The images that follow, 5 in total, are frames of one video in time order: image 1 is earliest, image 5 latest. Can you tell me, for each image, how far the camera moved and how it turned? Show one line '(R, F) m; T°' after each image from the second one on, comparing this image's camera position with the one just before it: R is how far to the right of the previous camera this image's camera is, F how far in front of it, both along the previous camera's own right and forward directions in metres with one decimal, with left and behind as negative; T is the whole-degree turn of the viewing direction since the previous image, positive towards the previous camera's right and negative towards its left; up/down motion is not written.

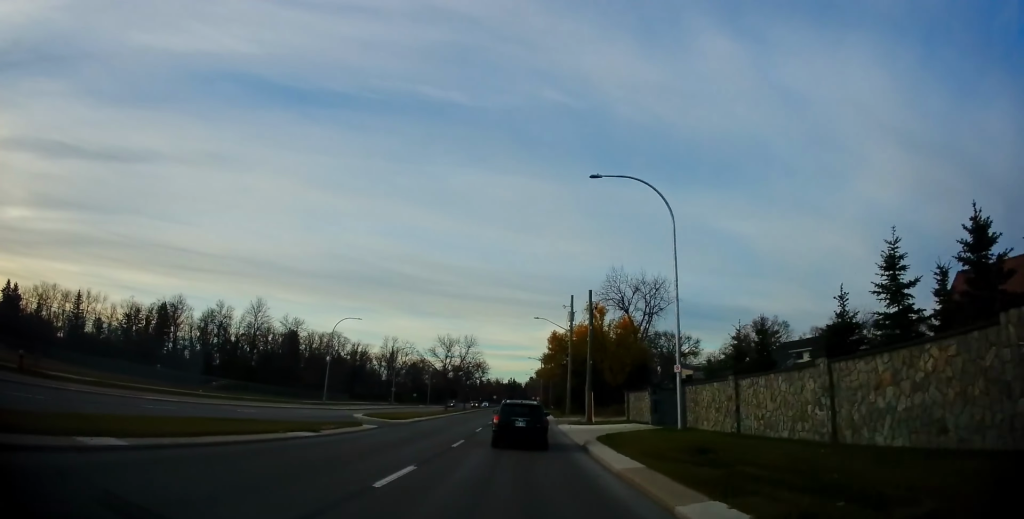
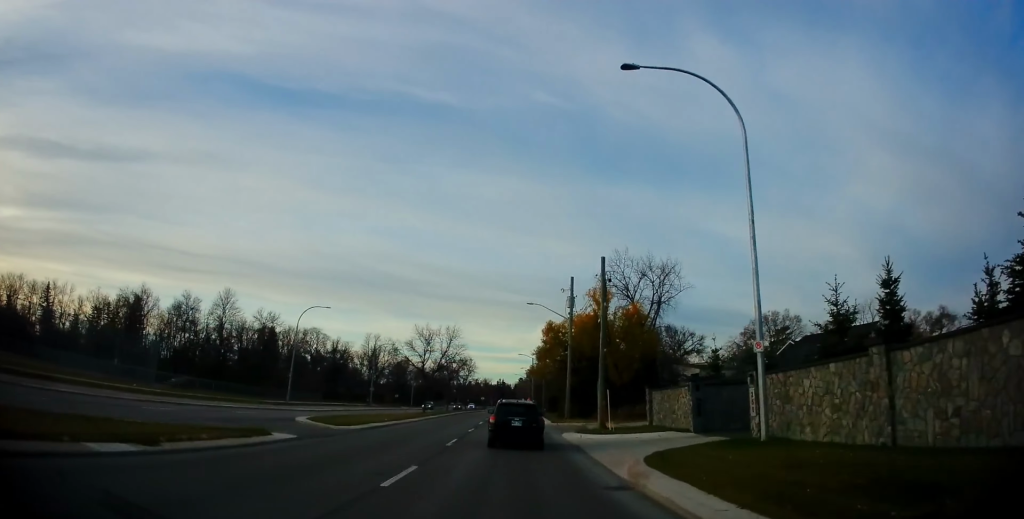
(0.0, +8.7) m; +1°
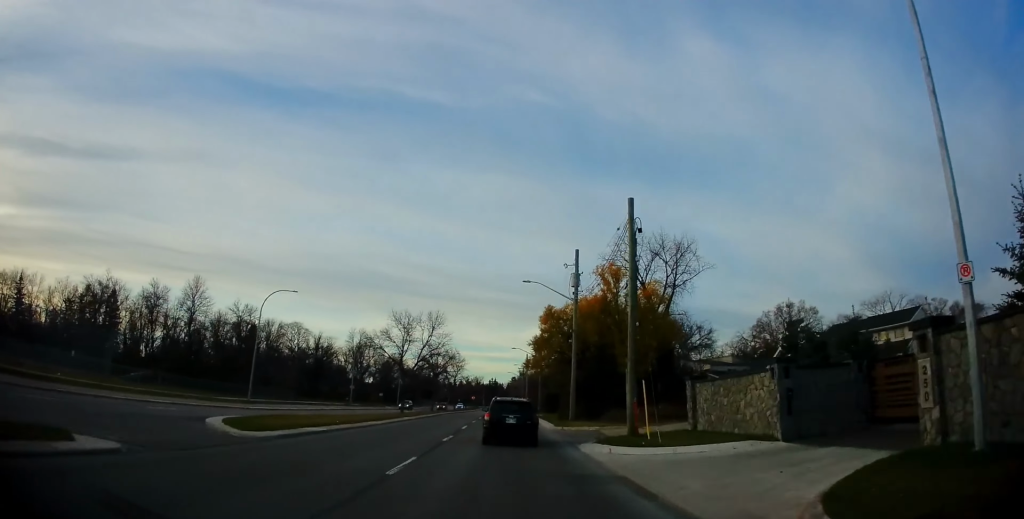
(0.0, +8.1) m; +1°
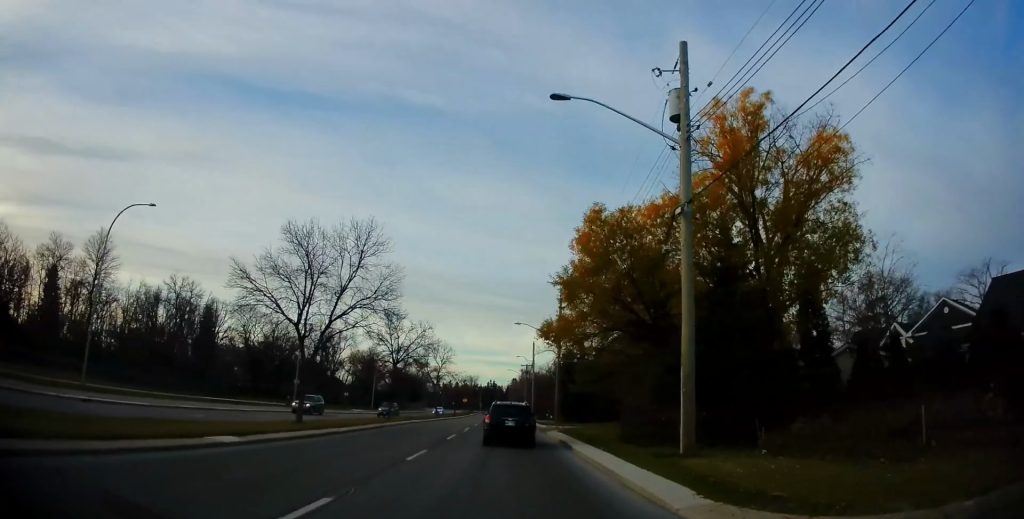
(+0.4, +24.4) m; +1°
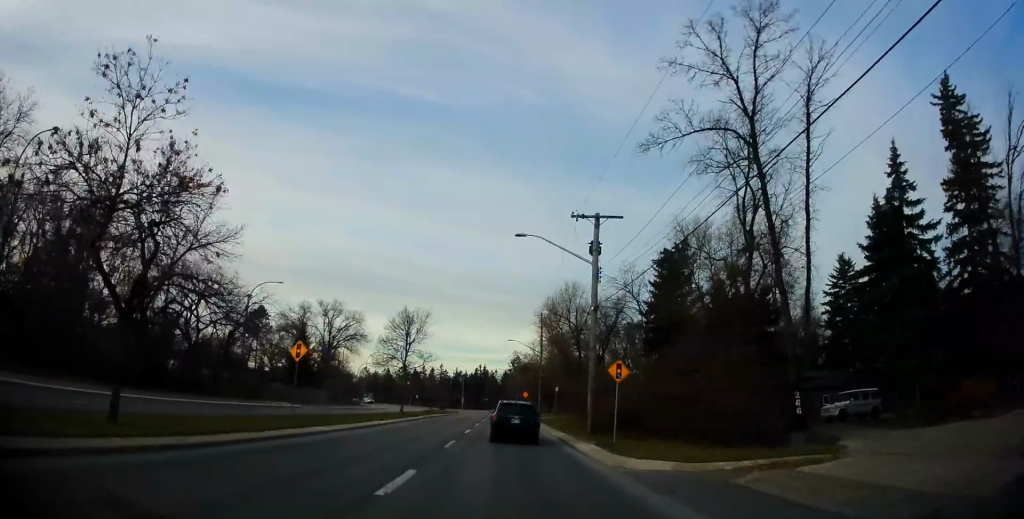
(-0.6, +85.6) m; 0°
